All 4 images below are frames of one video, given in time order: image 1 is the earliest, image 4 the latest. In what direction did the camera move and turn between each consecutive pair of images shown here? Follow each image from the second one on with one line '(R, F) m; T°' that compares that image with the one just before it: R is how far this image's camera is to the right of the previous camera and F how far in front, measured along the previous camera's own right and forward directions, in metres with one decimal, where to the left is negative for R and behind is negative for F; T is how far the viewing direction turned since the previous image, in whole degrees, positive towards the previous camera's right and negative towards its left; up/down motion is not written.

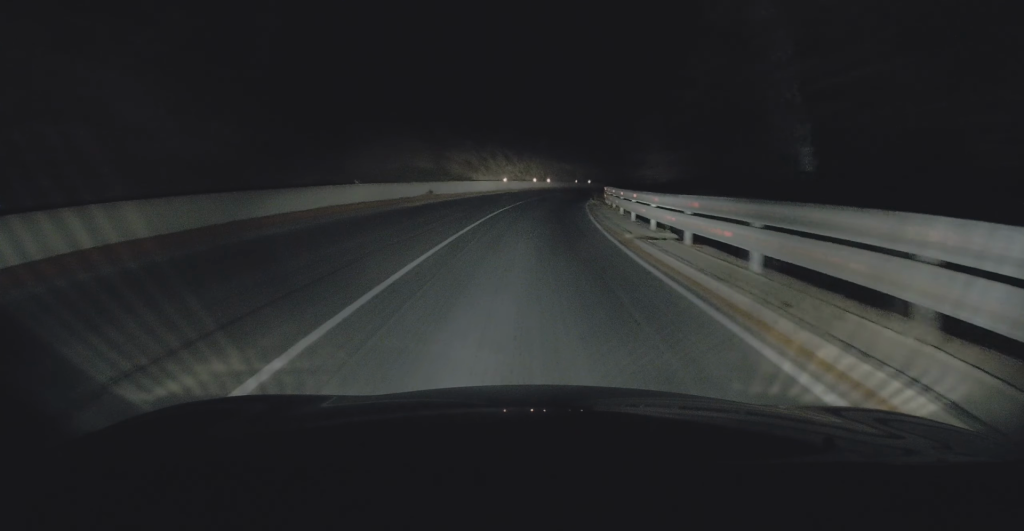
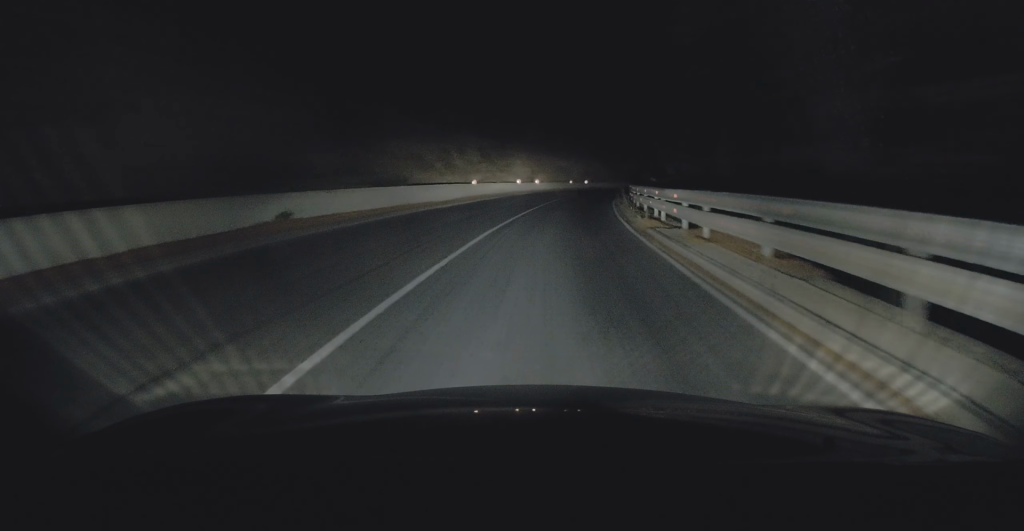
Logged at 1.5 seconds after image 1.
(+0.2, +19.9) m; +1°
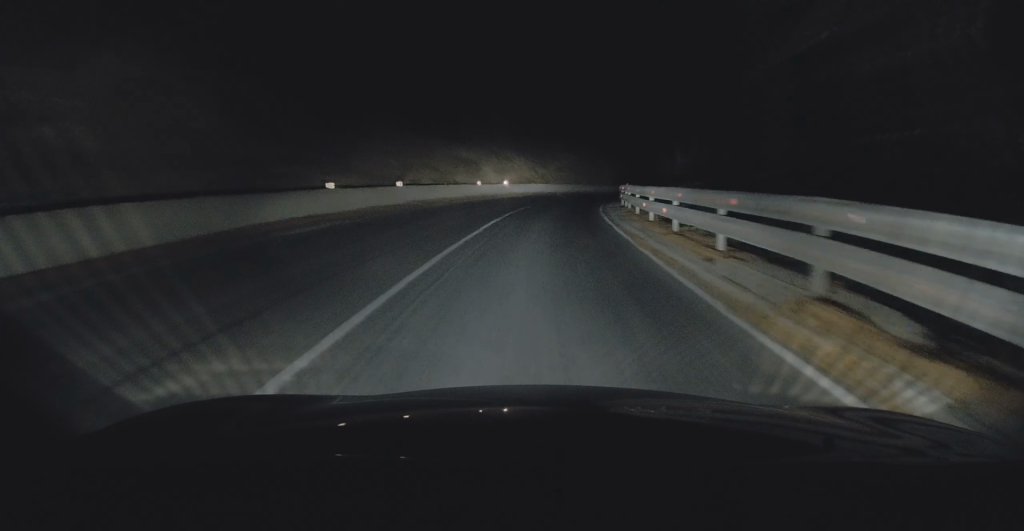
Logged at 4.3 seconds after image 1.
(+0.8, +34.4) m; +4°
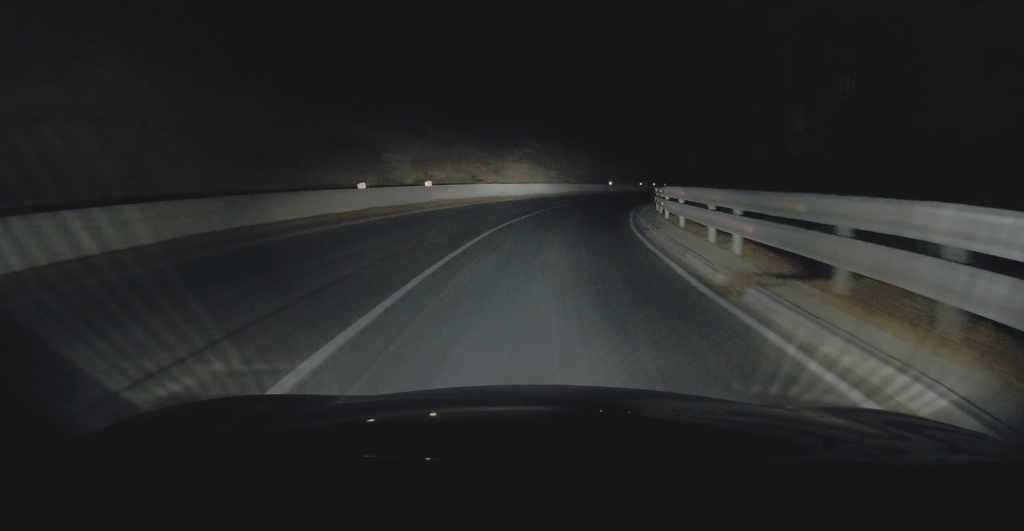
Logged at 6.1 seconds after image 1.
(+0.5, +21.6) m; +3°
